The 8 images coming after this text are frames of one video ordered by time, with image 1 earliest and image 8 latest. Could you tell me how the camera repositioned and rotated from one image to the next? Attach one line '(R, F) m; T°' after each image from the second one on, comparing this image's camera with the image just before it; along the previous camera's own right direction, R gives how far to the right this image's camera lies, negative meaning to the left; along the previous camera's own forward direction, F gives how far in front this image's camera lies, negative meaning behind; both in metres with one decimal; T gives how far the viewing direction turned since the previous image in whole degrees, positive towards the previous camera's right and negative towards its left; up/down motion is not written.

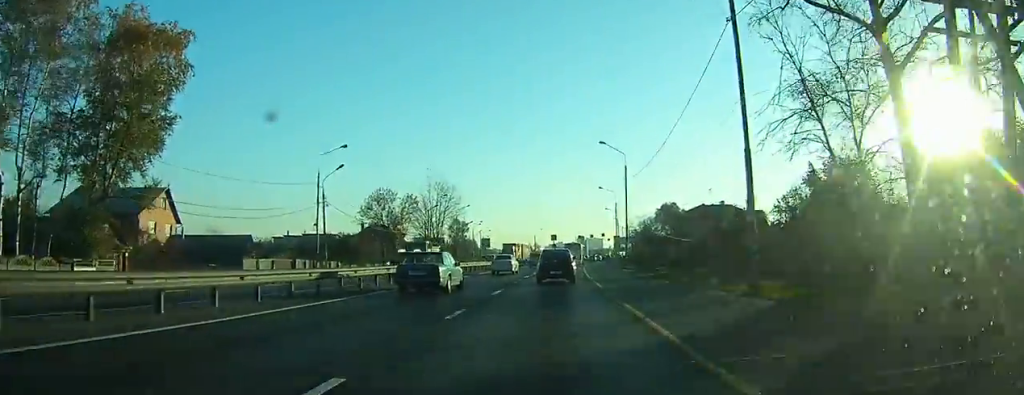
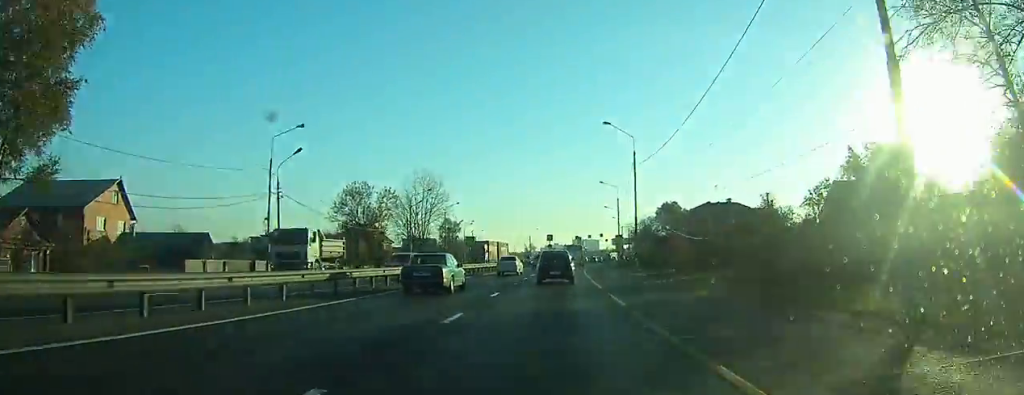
(0.0, +8.1) m; 0°
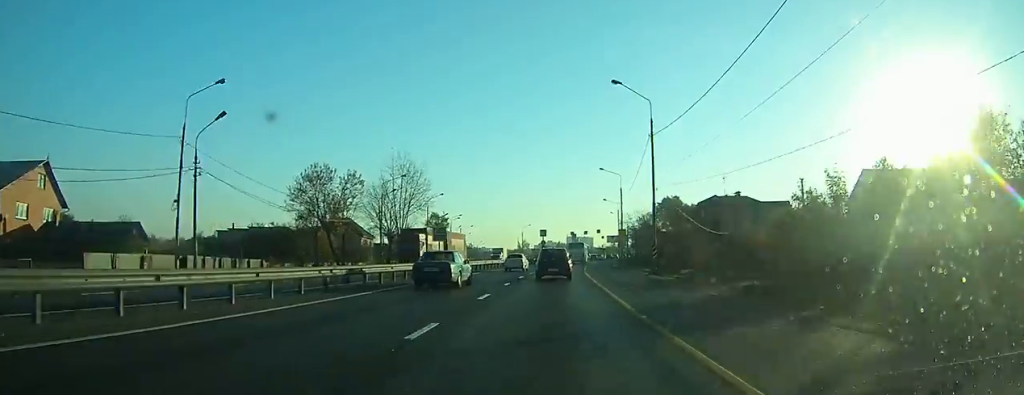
(+0.1, +10.9) m; 0°
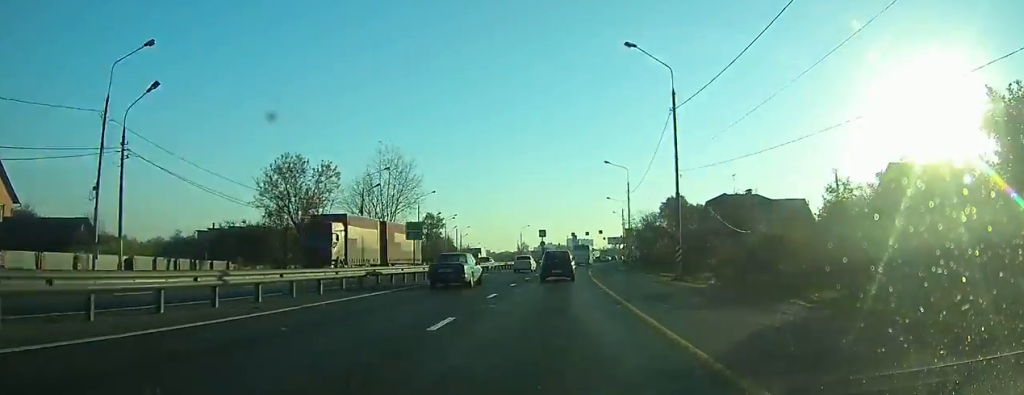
(0.0, +7.8) m; 0°
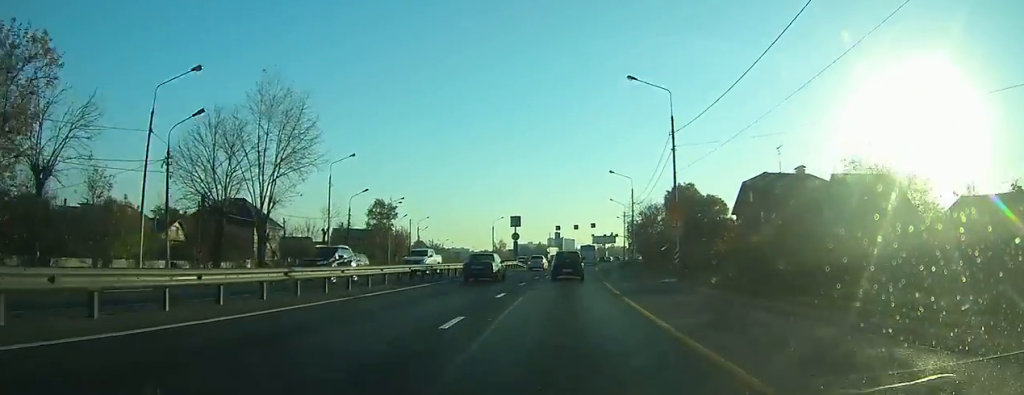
(-0.3, +34.6) m; -1°
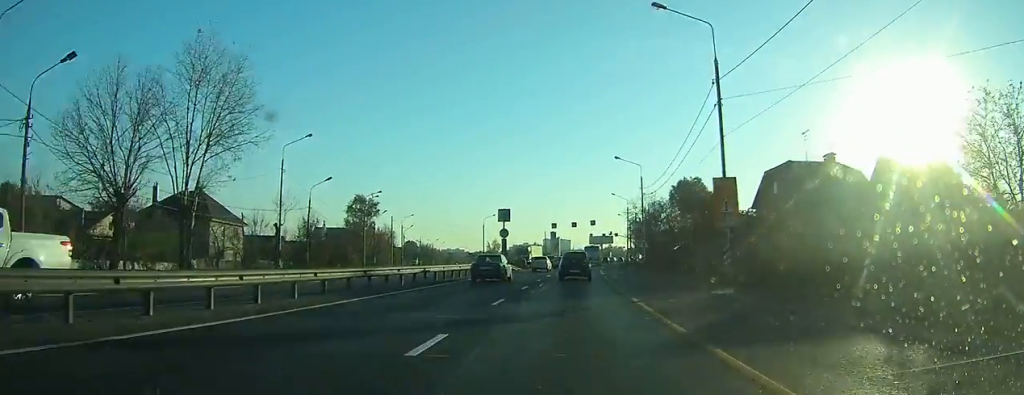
(-0.1, +11.0) m; 0°
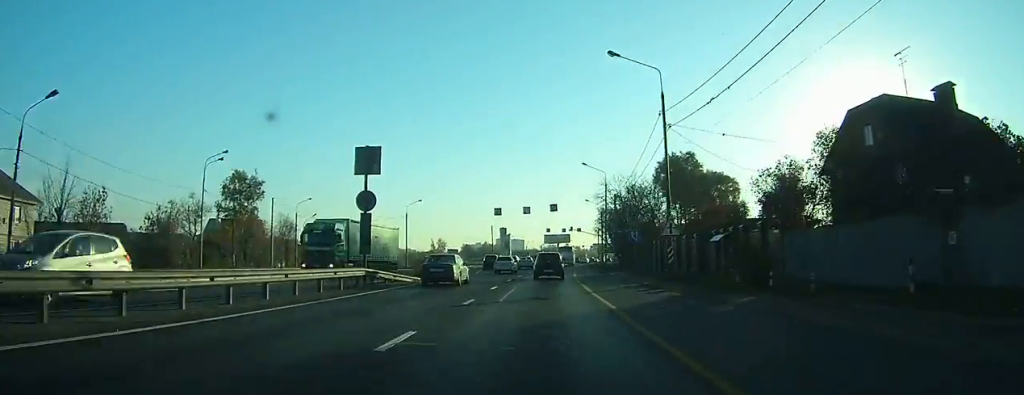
(0.0, +31.5) m; +2°
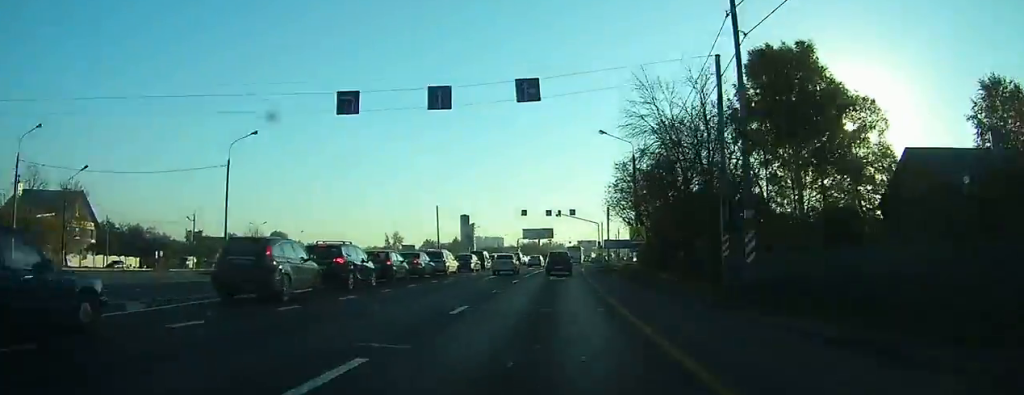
(+2.4, +52.9) m; +3°
